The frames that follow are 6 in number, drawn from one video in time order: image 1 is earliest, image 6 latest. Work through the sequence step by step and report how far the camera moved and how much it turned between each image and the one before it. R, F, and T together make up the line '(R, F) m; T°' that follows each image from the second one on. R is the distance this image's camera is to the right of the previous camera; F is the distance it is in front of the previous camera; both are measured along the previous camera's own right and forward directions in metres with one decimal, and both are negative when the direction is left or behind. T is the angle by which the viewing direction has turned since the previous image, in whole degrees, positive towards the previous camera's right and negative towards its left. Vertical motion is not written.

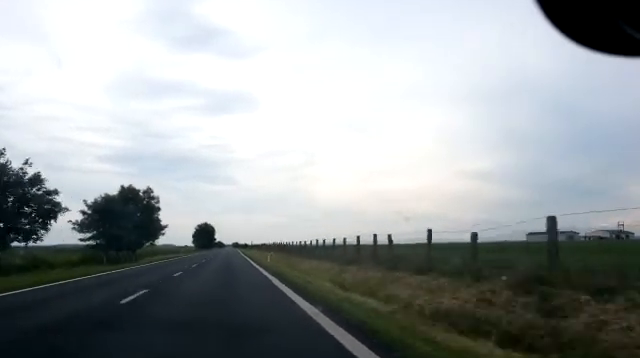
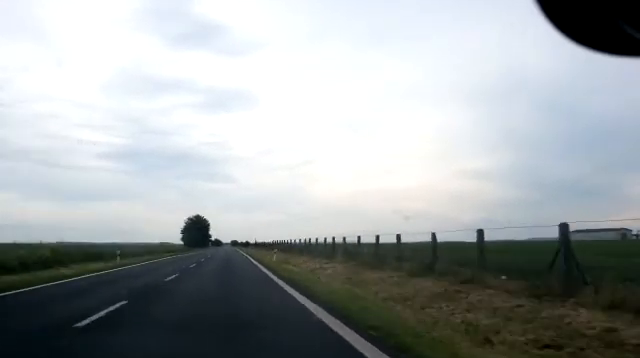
(-0.8, +38.8) m; -1°
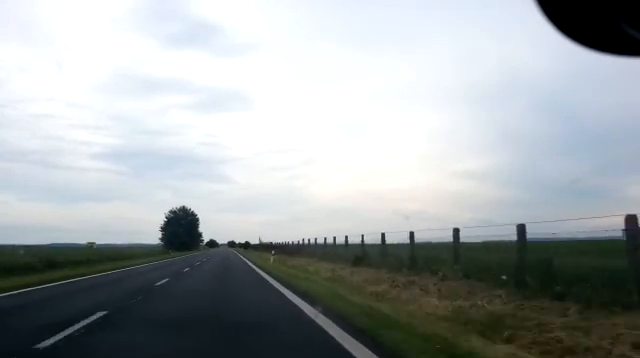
(0.0, +37.7) m; +1°
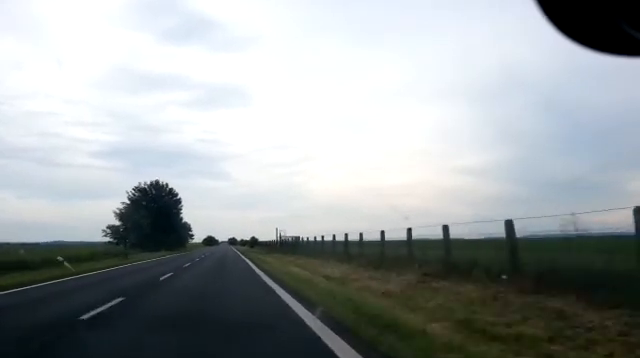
(0.0, +42.6) m; 0°
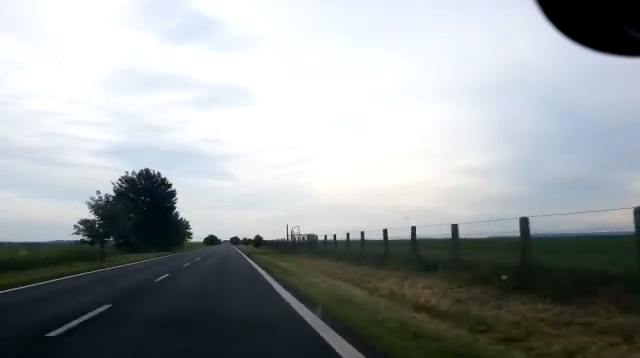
(+0.1, +10.5) m; 0°
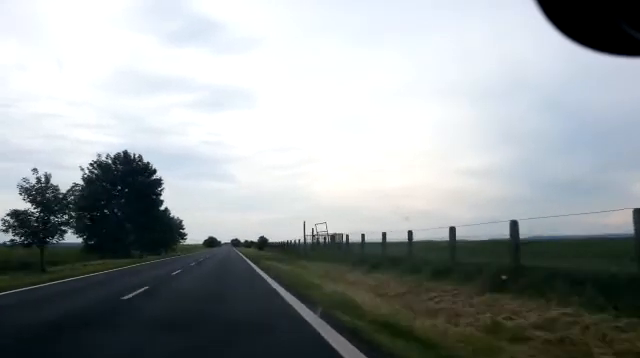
(+0.2, +13.7) m; 0°
